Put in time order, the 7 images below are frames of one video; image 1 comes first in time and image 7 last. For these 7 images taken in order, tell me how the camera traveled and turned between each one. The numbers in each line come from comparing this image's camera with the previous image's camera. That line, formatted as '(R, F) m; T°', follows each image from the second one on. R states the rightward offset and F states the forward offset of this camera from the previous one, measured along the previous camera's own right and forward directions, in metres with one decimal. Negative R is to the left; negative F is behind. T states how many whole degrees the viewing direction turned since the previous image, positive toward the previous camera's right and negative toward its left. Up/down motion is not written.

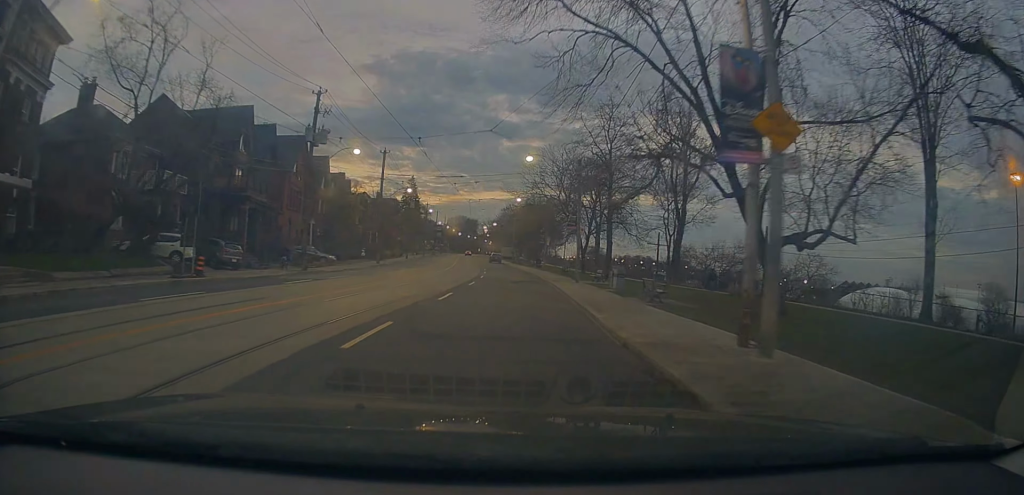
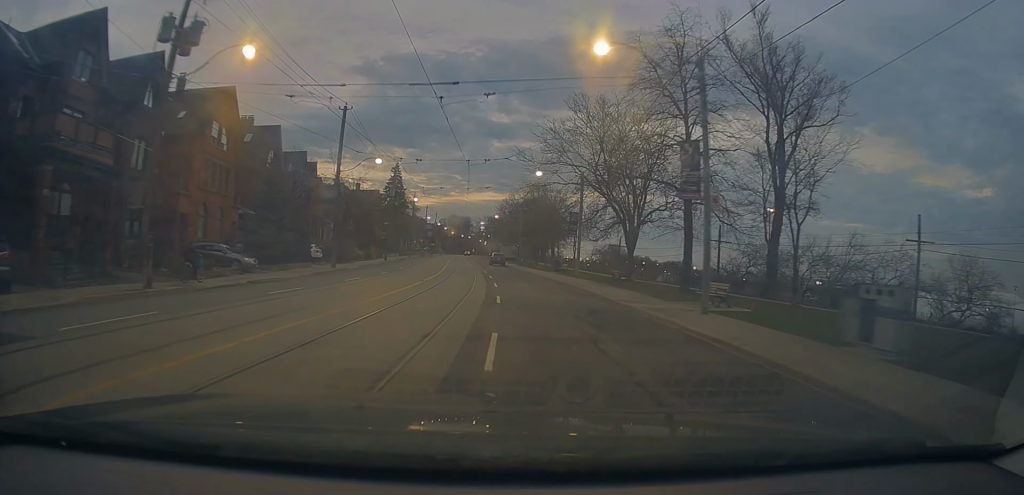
(-0.1, +18.7) m; -1°
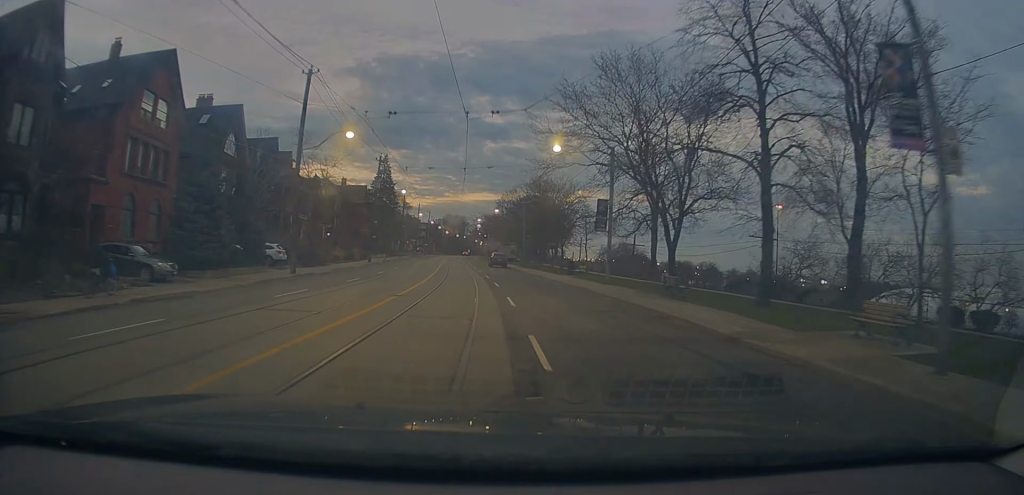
(-0.3, +9.3) m; +1°
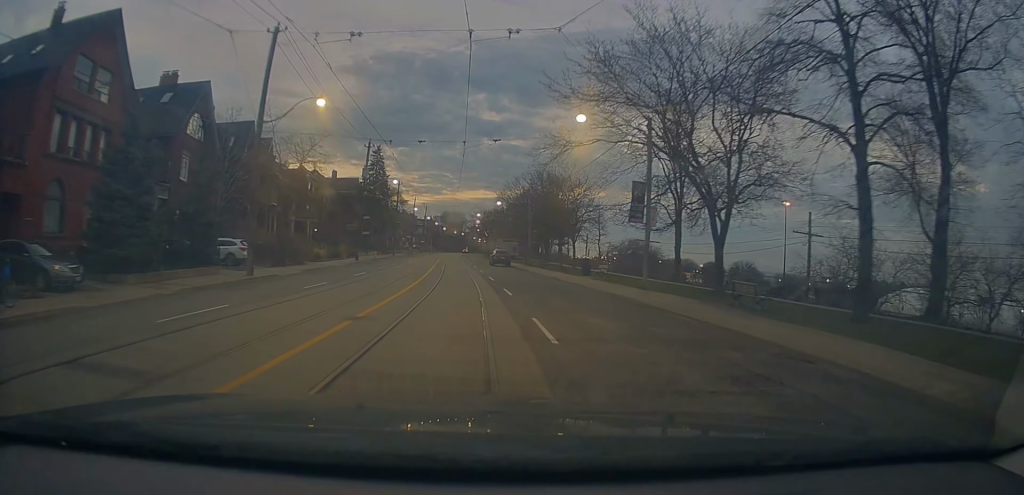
(+0.3, +6.6) m; +2°
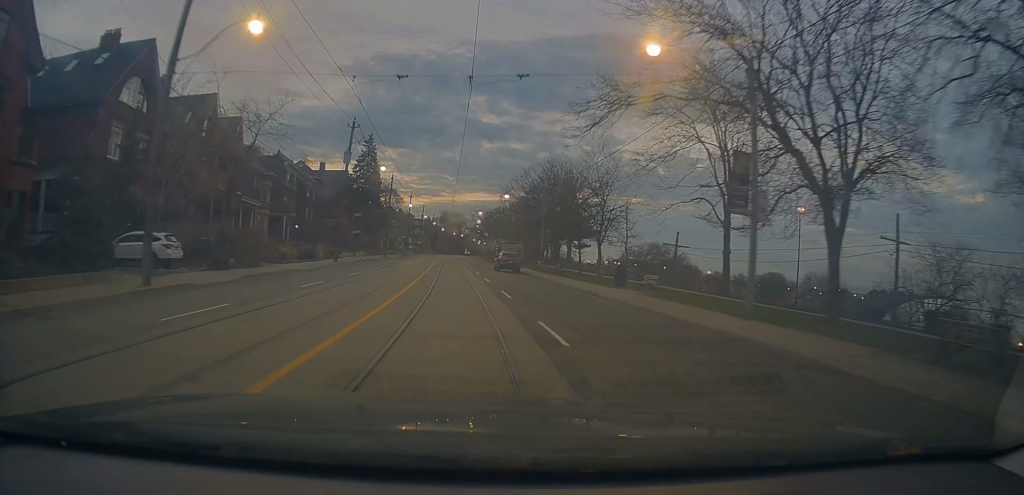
(+0.2, +9.3) m; +1°
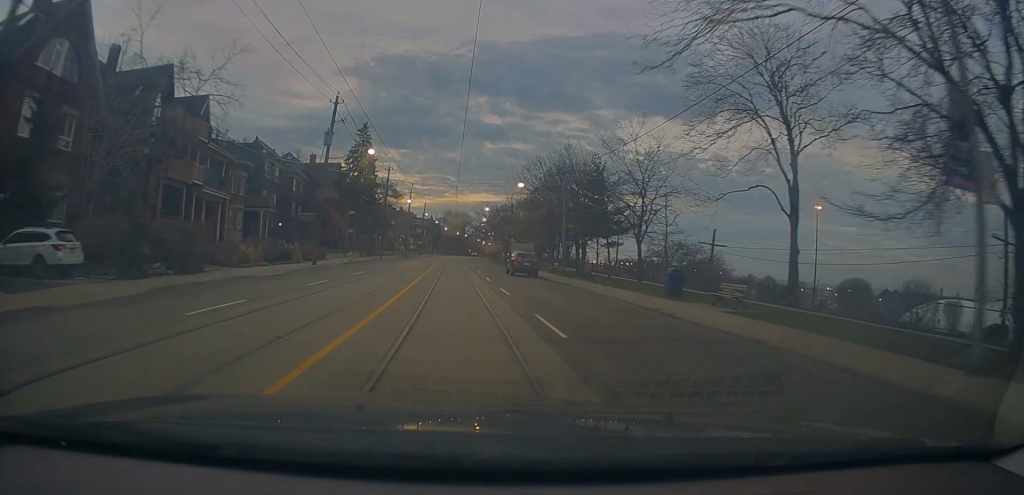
(0.0, +8.1) m; 0°
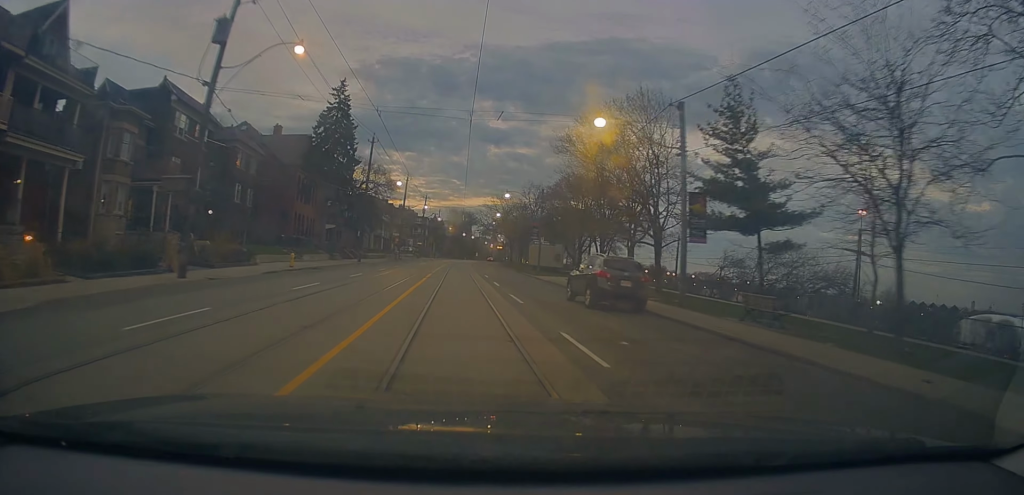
(-0.3, +20.4) m; -1°
